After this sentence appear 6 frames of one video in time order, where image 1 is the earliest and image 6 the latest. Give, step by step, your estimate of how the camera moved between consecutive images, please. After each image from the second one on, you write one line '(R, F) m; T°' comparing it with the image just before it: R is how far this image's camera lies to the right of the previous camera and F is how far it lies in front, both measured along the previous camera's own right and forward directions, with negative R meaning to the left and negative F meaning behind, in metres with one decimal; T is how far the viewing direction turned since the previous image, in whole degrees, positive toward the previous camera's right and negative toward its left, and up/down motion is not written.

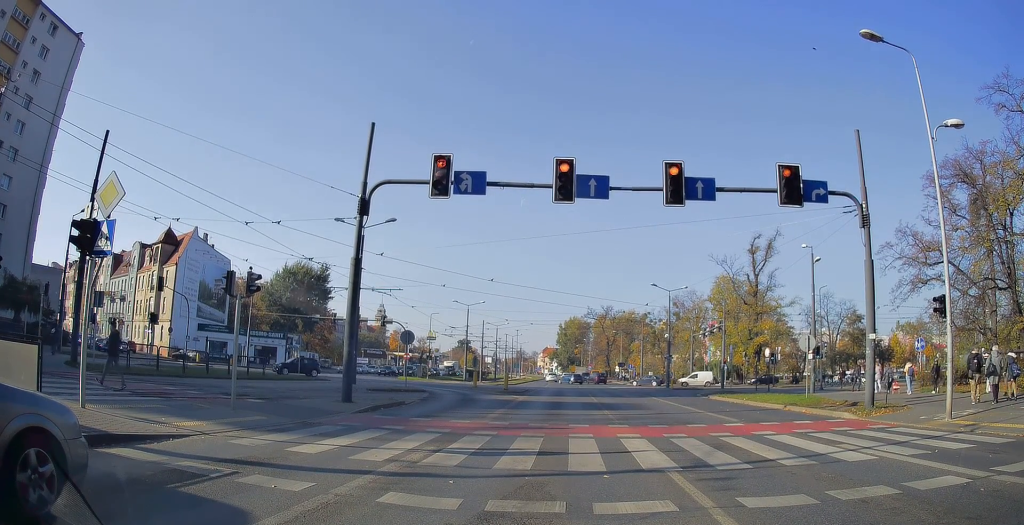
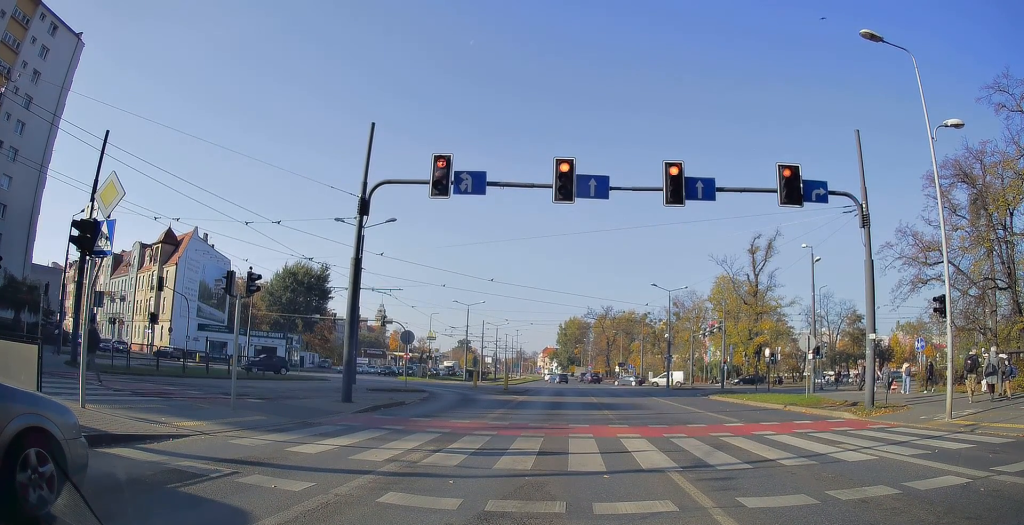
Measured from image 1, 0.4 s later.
(0.0, 0.0) m; 0°
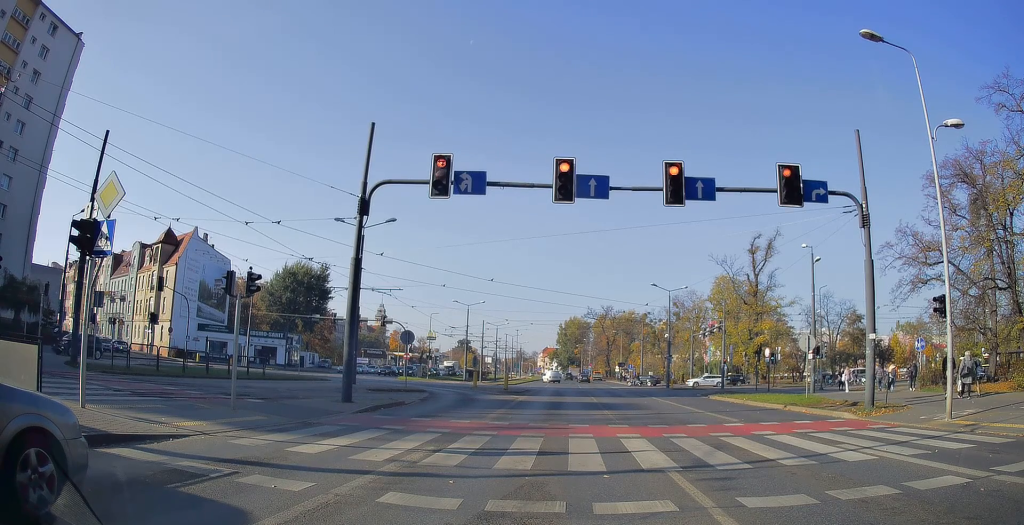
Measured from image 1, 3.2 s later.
(0.0, 0.0) m; 0°
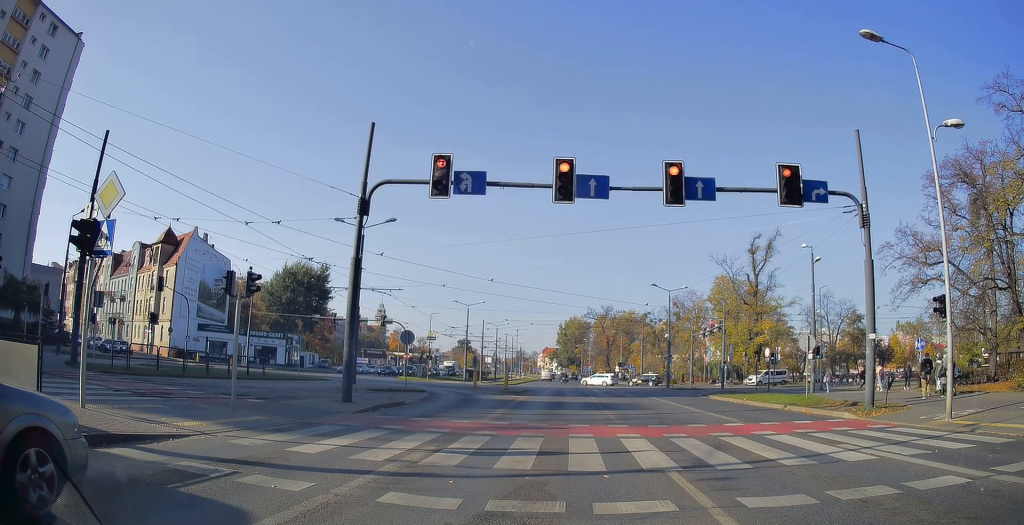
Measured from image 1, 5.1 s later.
(0.0, 0.0) m; 0°
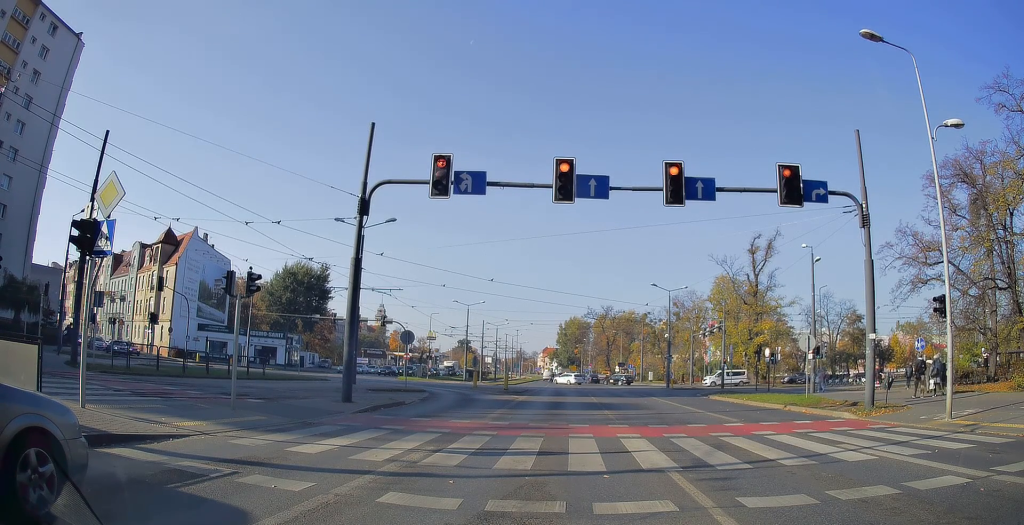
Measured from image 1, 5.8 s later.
(0.0, 0.0) m; 0°
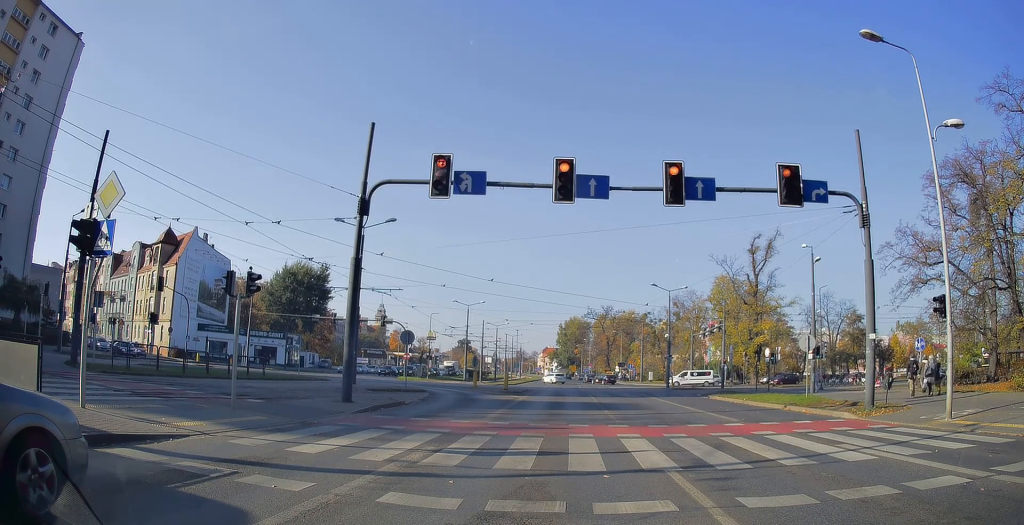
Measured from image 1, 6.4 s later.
(0.0, 0.0) m; 0°
